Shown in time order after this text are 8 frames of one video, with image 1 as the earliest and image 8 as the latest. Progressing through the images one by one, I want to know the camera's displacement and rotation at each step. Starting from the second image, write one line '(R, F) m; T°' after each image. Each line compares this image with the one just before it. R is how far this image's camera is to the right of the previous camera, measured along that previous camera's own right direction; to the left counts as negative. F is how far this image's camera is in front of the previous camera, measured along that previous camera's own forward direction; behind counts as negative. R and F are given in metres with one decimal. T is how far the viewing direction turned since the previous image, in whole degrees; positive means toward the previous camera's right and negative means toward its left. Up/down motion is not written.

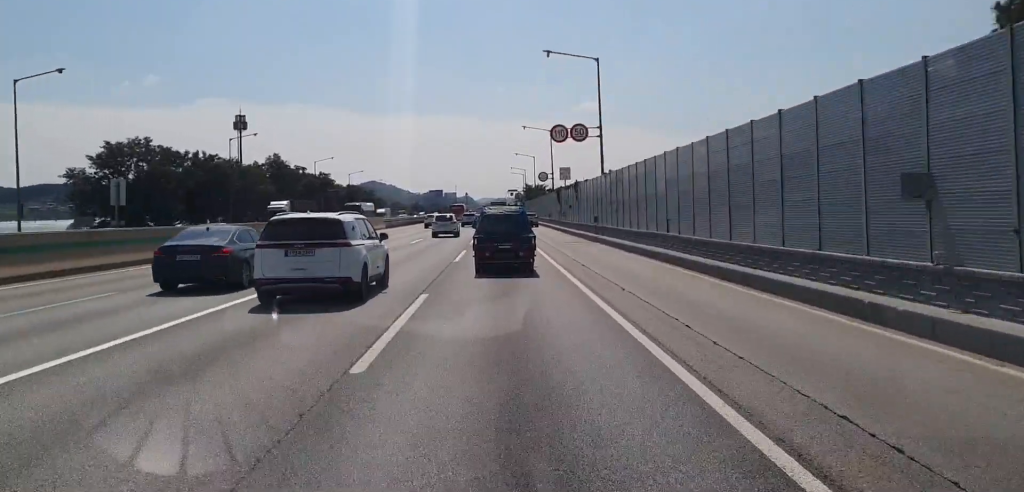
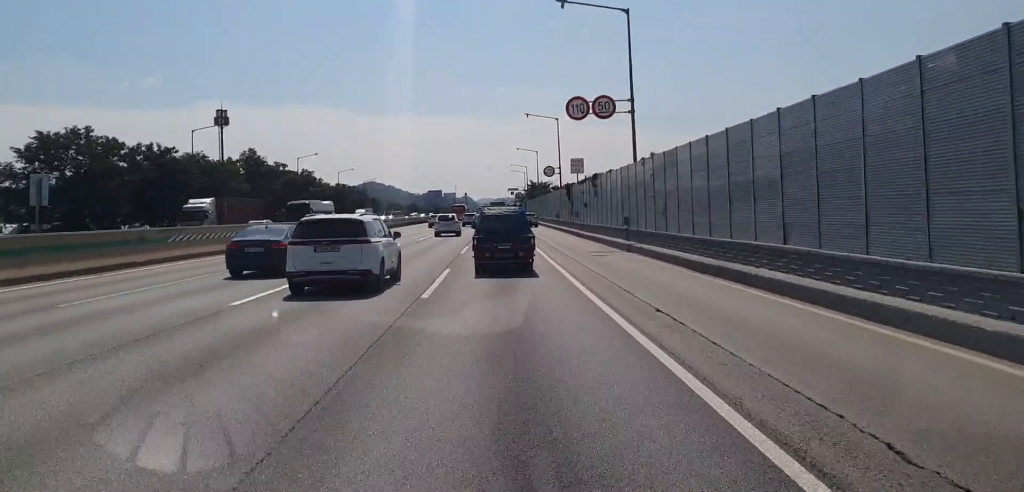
(+0.1, +11.9) m; +1°
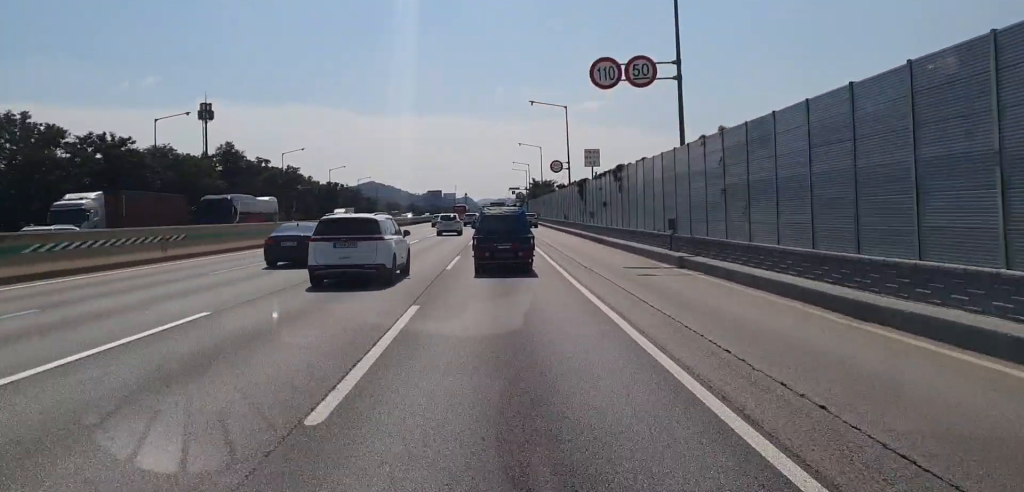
(+0.1, +9.6) m; 0°
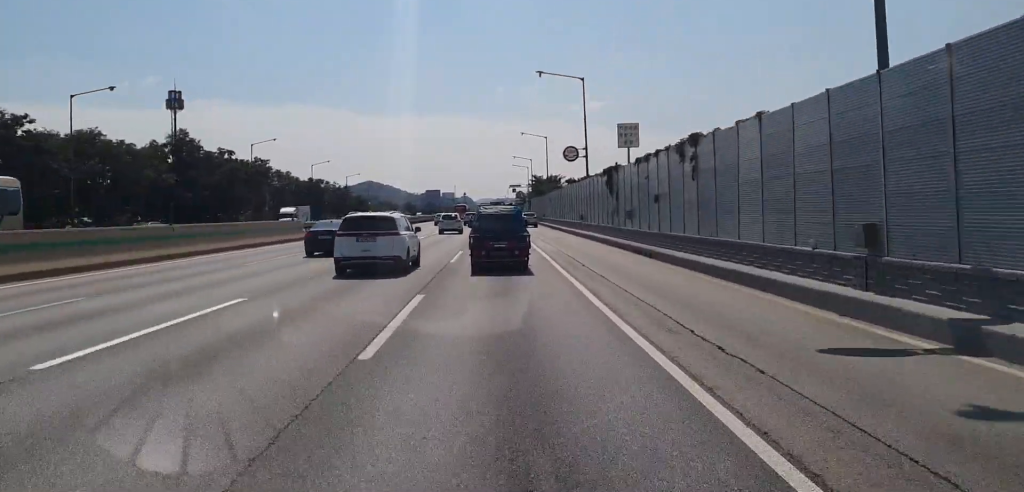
(0.0, +15.1) m; 0°
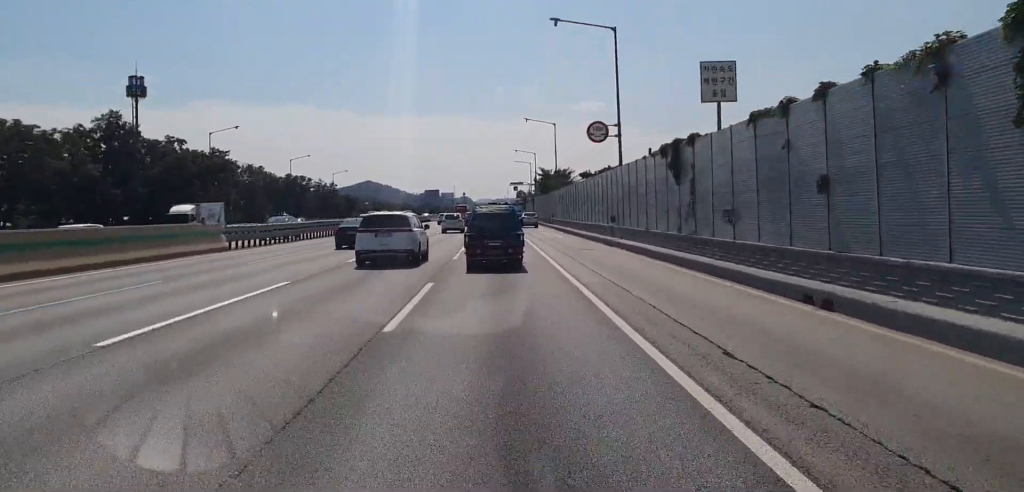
(-0.1, +15.7) m; 0°
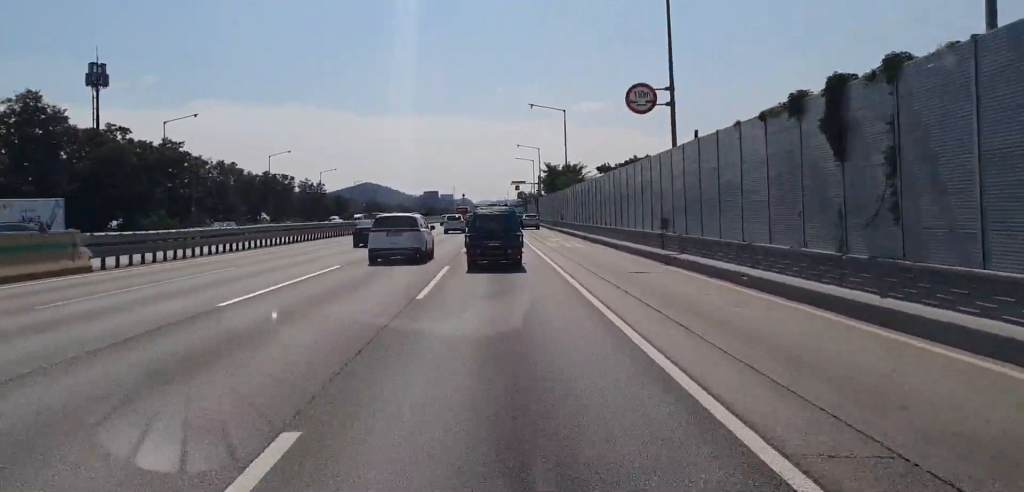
(0.0, +12.7) m; 0°
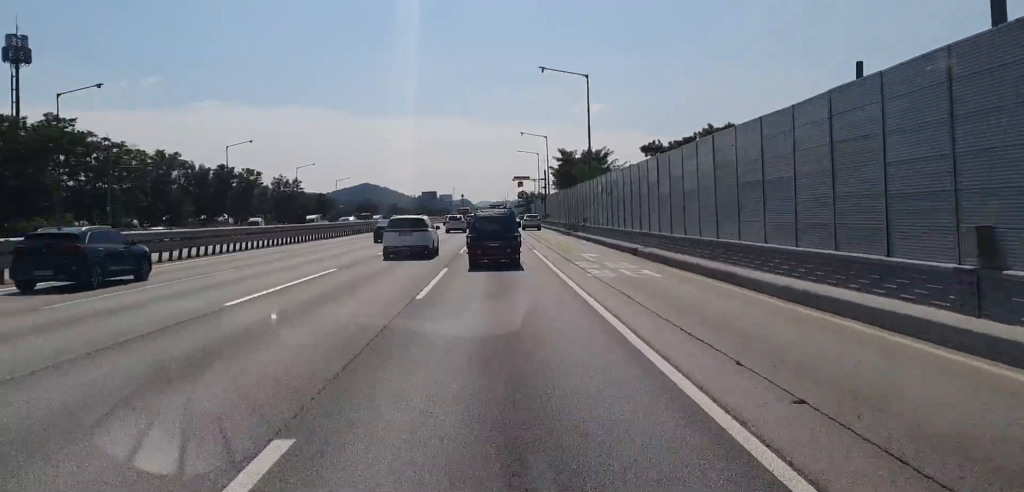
(+0.2, +19.5) m; 0°
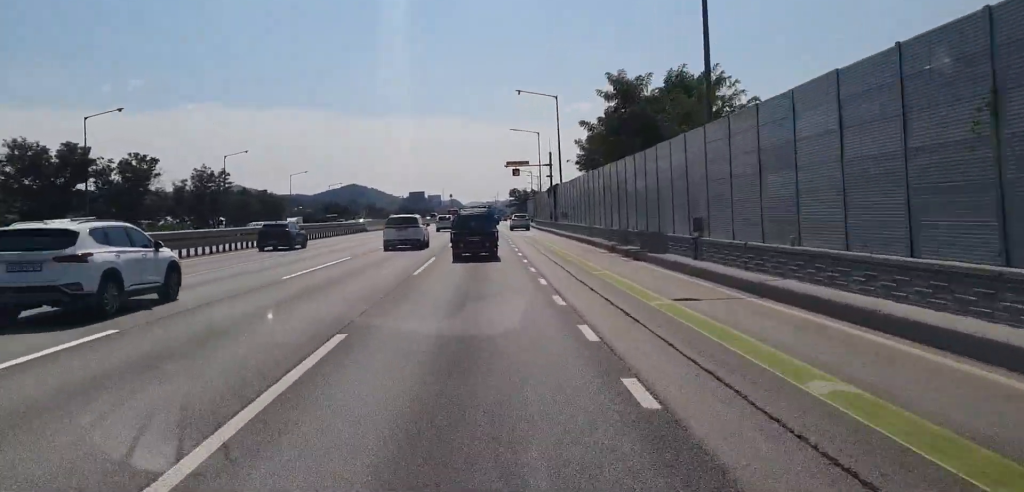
(-0.2, +33.9) m; 0°
